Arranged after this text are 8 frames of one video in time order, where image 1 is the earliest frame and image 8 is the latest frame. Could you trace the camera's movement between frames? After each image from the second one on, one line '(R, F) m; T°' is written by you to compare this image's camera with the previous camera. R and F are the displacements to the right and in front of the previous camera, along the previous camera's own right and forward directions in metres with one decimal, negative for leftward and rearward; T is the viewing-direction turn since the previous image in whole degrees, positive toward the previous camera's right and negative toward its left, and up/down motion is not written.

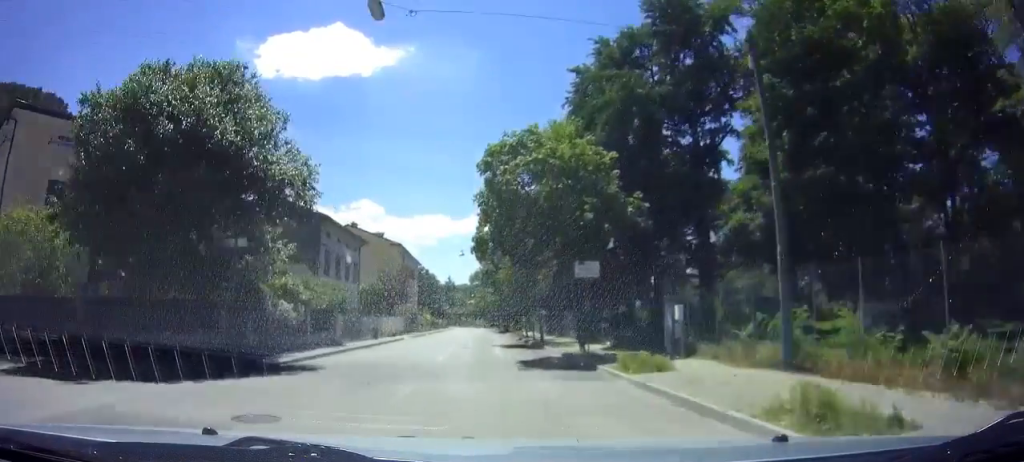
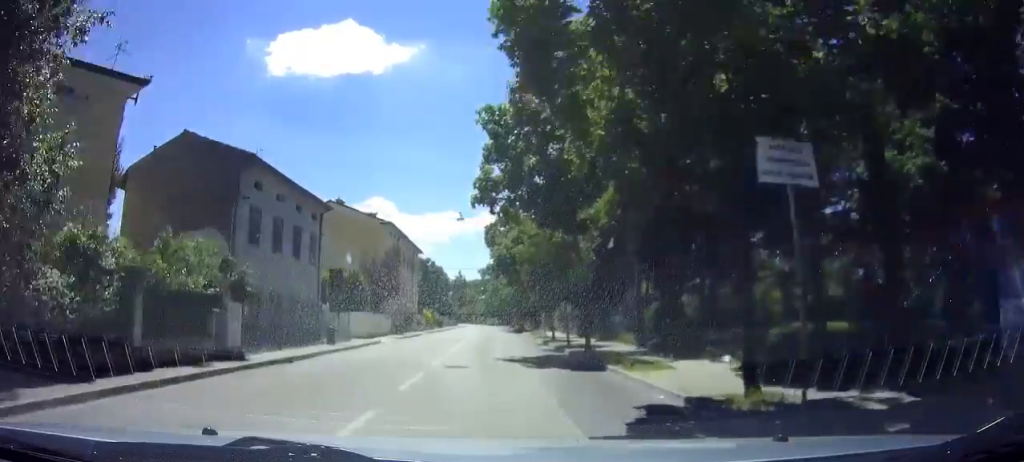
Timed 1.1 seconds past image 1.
(-0.1, +12.7) m; 0°
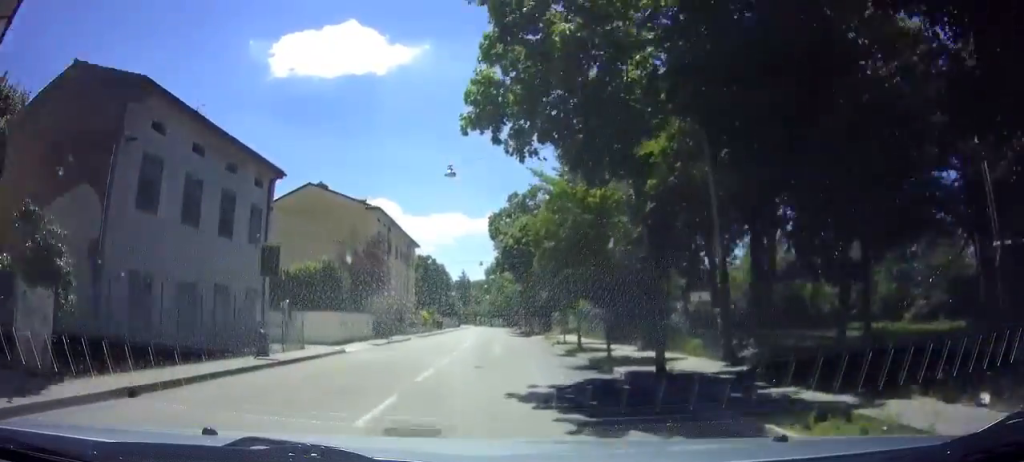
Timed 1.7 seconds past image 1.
(+0.1, +8.0) m; 0°
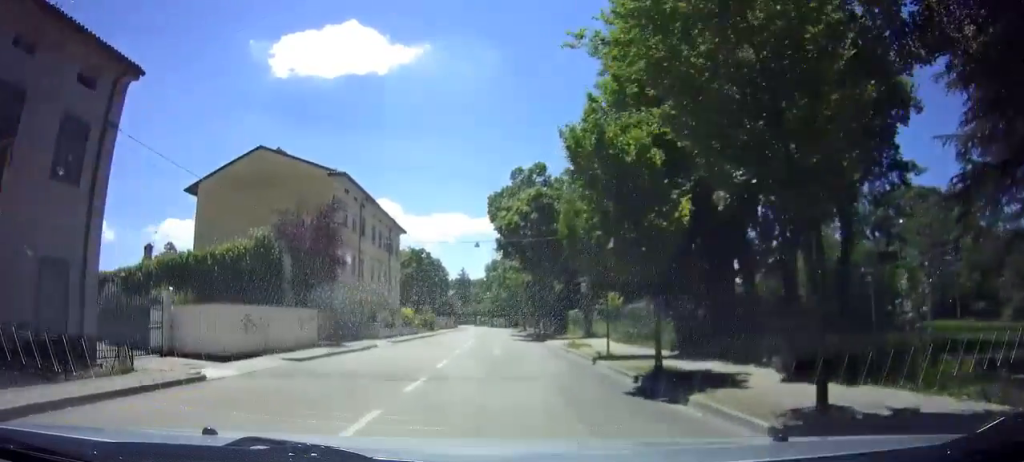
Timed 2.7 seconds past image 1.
(-0.1, +11.3) m; -1°
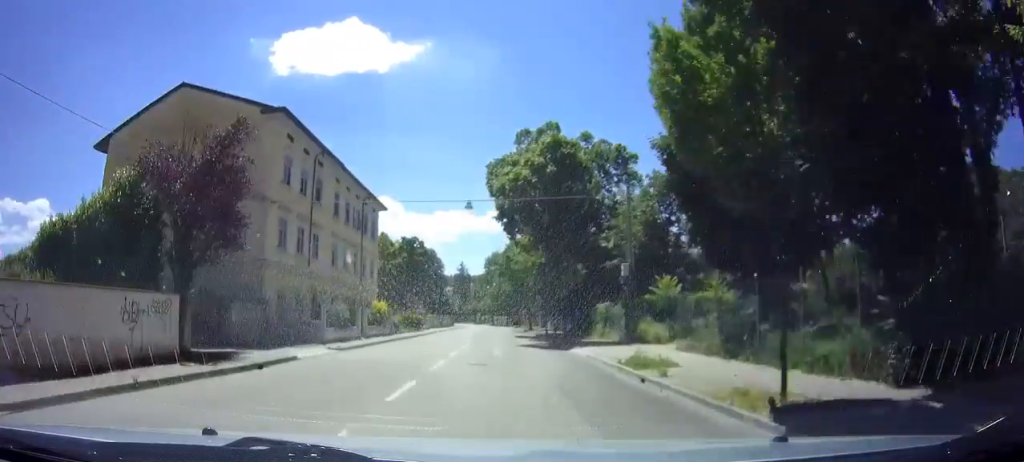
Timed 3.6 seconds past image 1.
(-0.1, +11.4) m; +1°
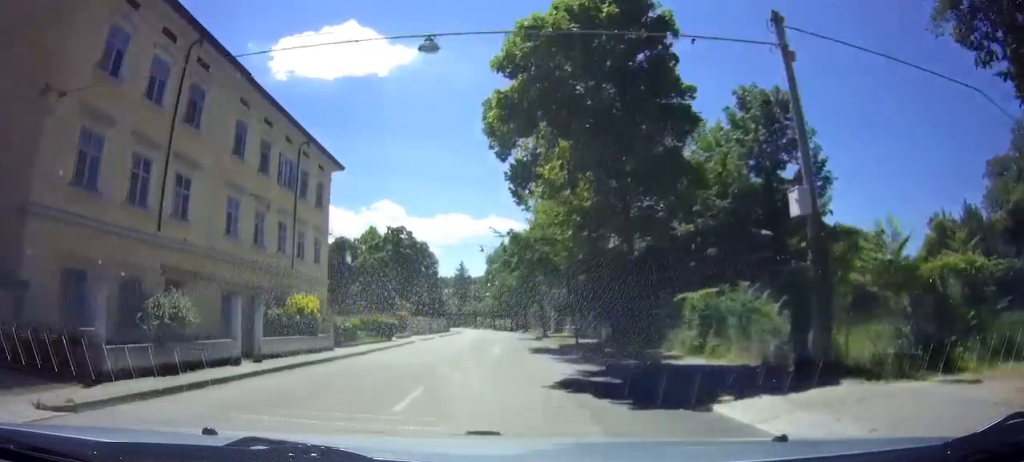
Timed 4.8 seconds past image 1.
(+0.3, +15.1) m; 0°
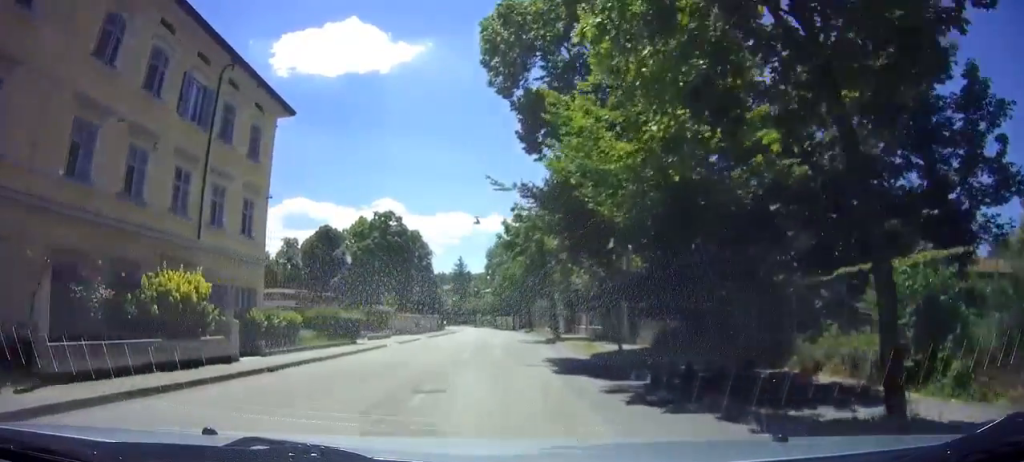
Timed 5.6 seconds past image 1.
(-0.2, +9.3) m; -1°
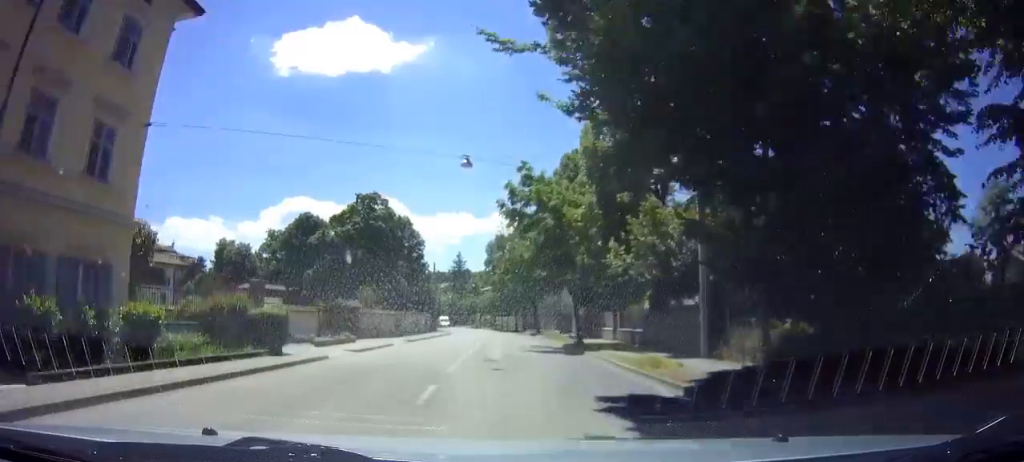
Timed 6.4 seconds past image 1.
(-0.1, +9.6) m; +5°
